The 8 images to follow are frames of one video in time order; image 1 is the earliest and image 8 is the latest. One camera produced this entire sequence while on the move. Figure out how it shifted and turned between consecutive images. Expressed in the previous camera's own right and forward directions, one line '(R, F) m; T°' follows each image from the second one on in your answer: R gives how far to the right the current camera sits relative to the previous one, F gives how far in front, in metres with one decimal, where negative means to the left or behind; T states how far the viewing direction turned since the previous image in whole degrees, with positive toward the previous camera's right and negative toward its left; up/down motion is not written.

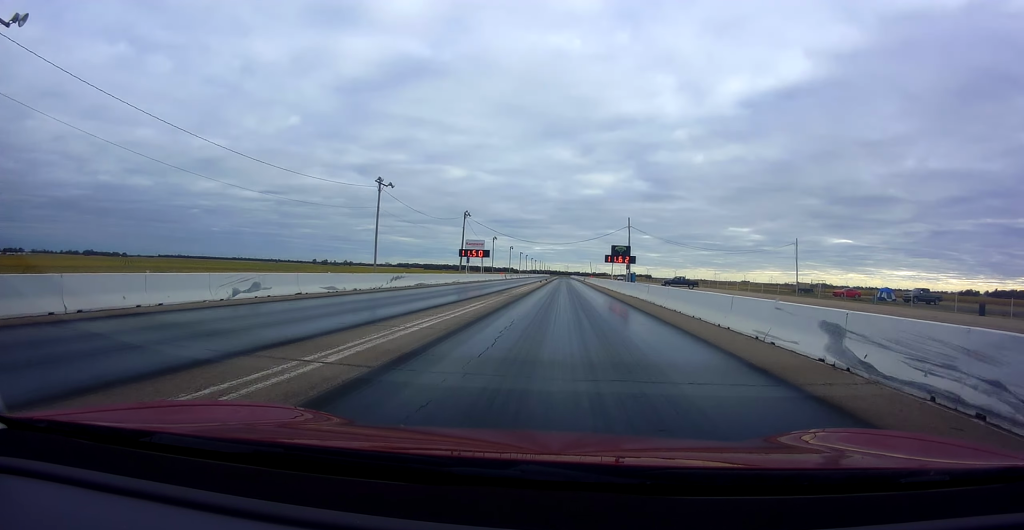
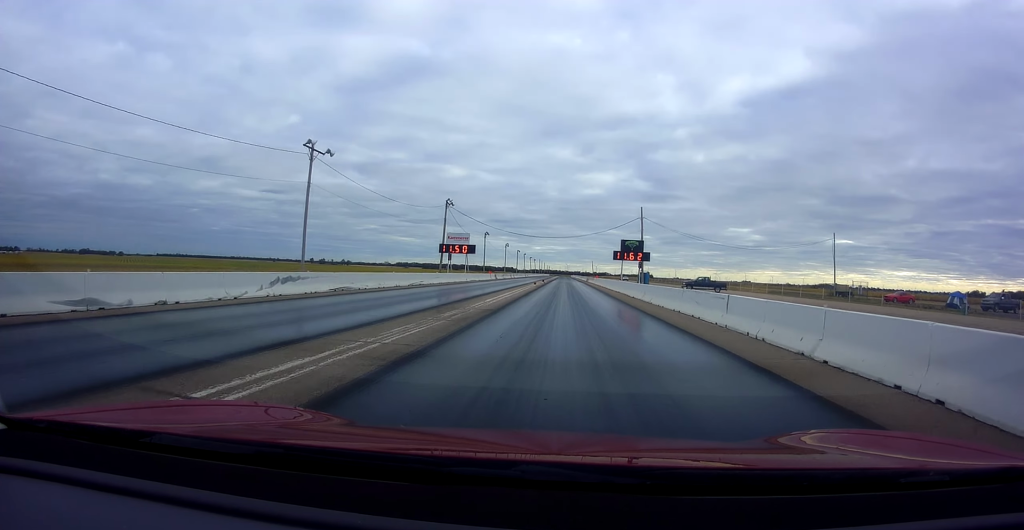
(0.0, +6.6) m; 0°
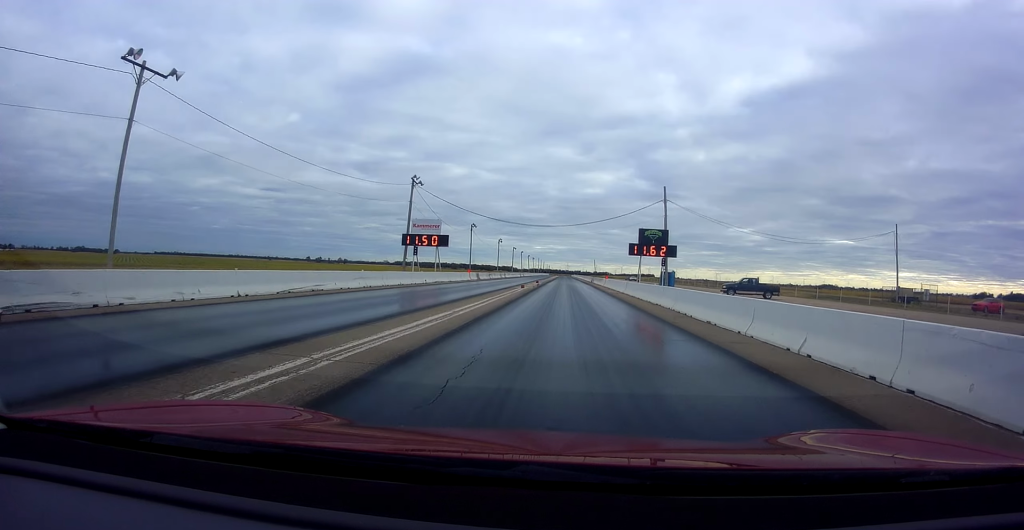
(0.0, +9.9) m; +1°
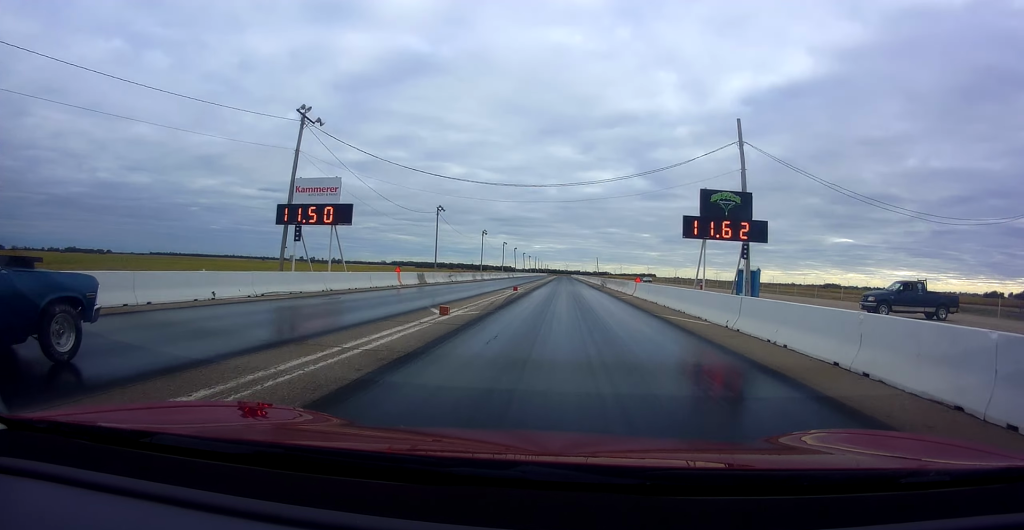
(+0.1, +15.9) m; +1°
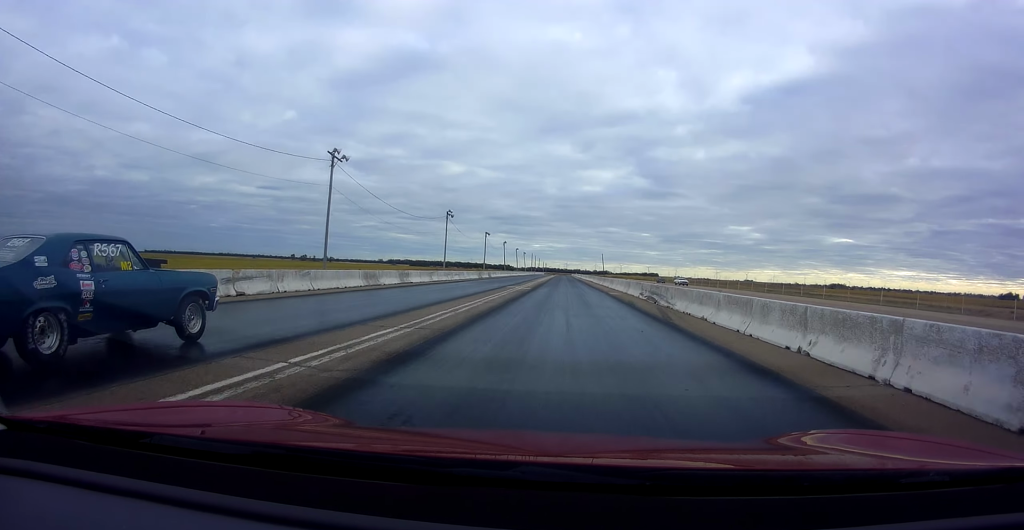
(+0.3, +24.0) m; +1°
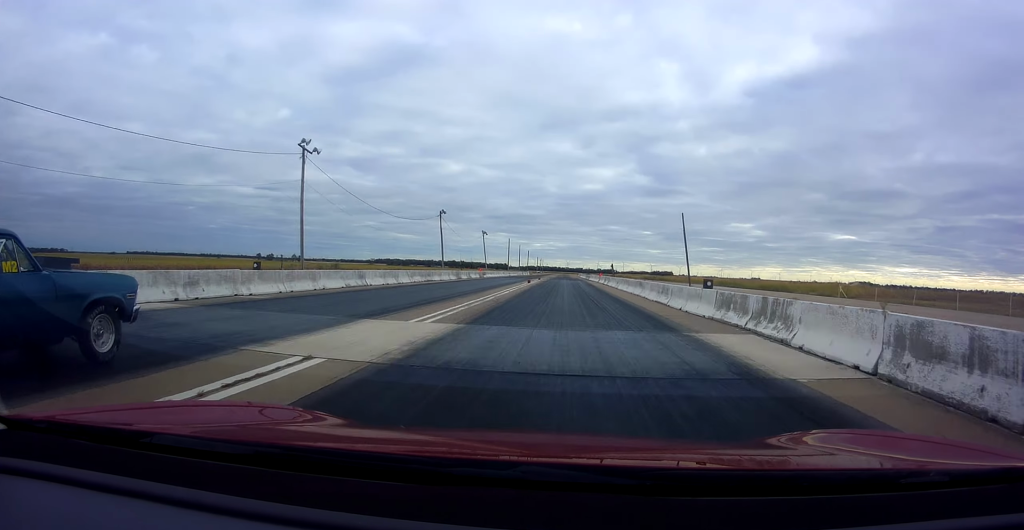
(+4.9, +120.9) m; +3°
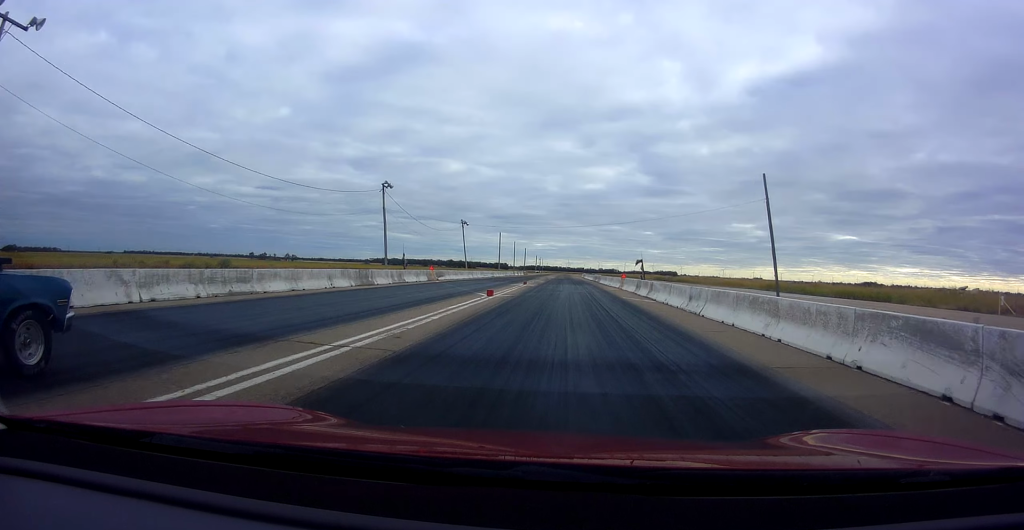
(+0.1, +28.2) m; 0°
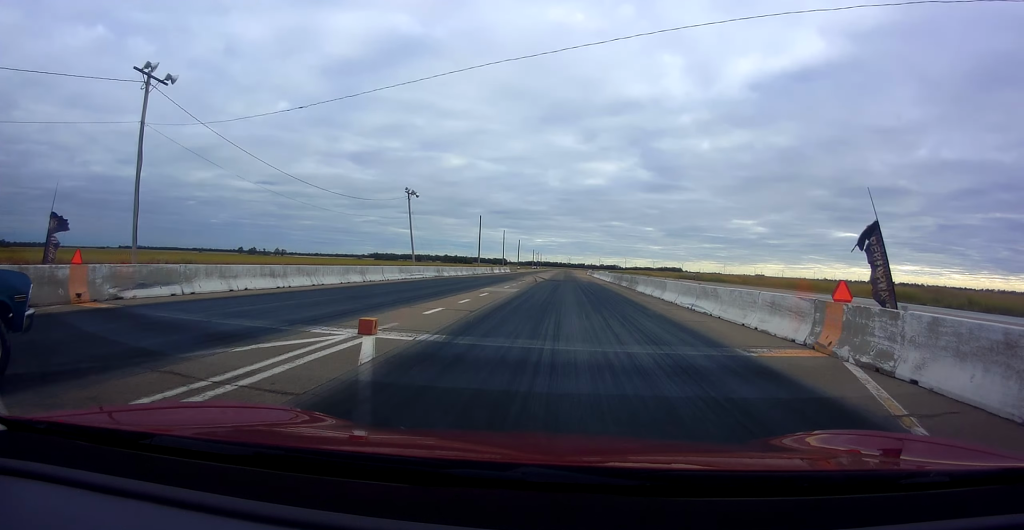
(+0.1, +37.7) m; 0°
